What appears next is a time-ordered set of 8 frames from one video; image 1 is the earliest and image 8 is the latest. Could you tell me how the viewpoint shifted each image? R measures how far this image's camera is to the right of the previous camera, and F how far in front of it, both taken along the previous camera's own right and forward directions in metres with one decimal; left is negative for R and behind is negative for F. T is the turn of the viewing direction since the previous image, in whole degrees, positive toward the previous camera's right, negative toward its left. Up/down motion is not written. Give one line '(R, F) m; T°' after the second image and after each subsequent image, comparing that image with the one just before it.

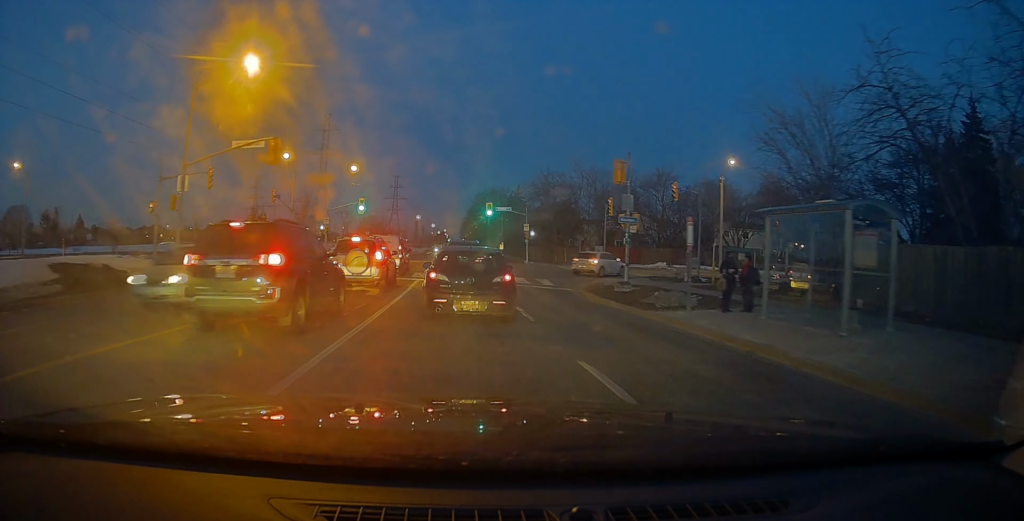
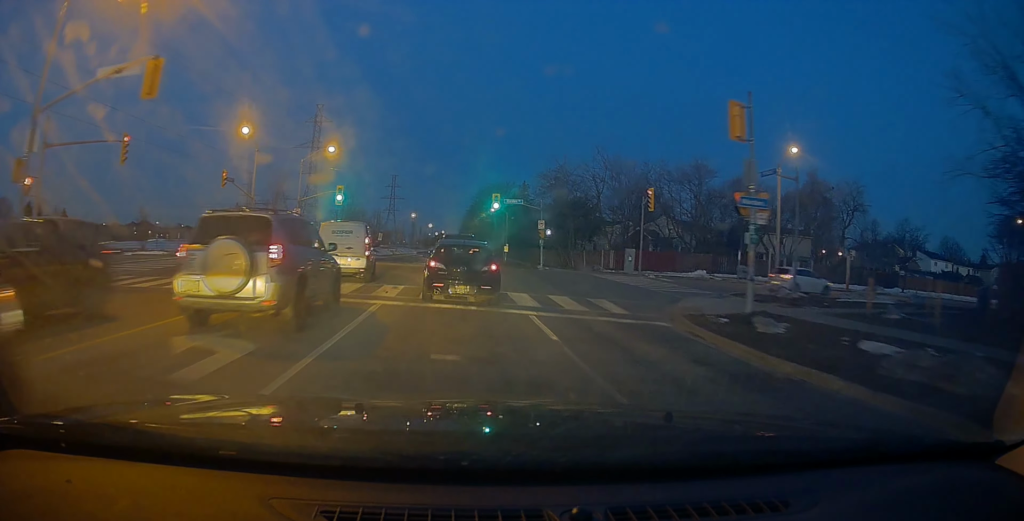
(-0.5, +10.3) m; -1°
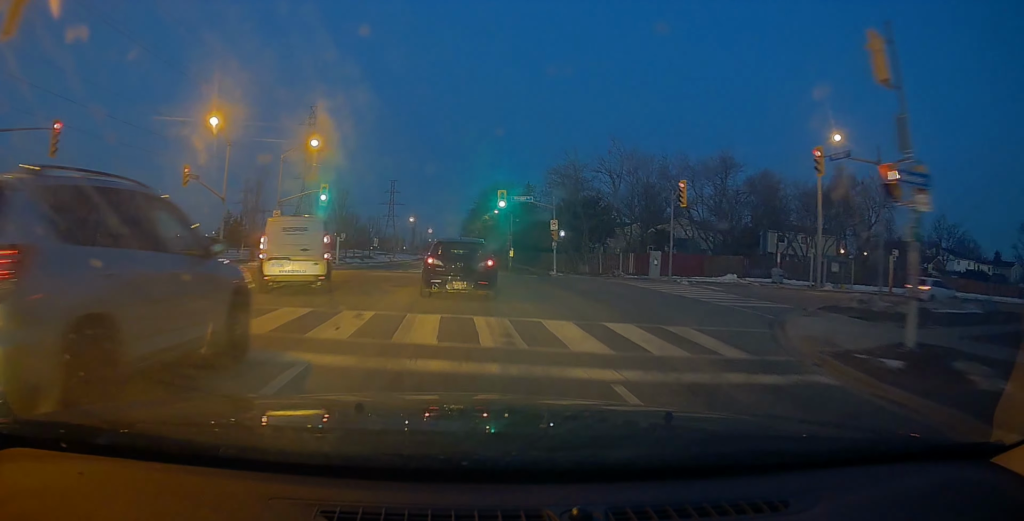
(+0.1, +5.6) m; +1°
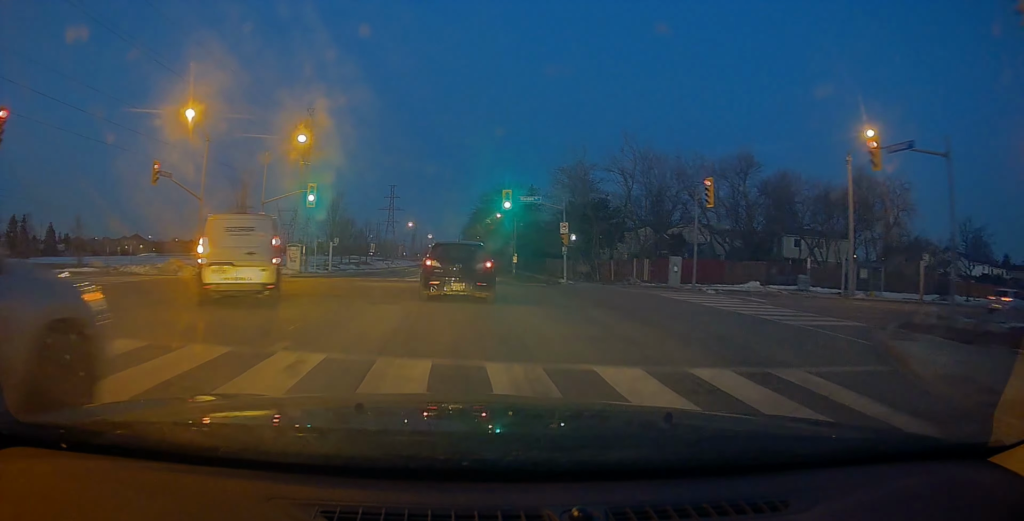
(+0.2, +3.7) m; -1°
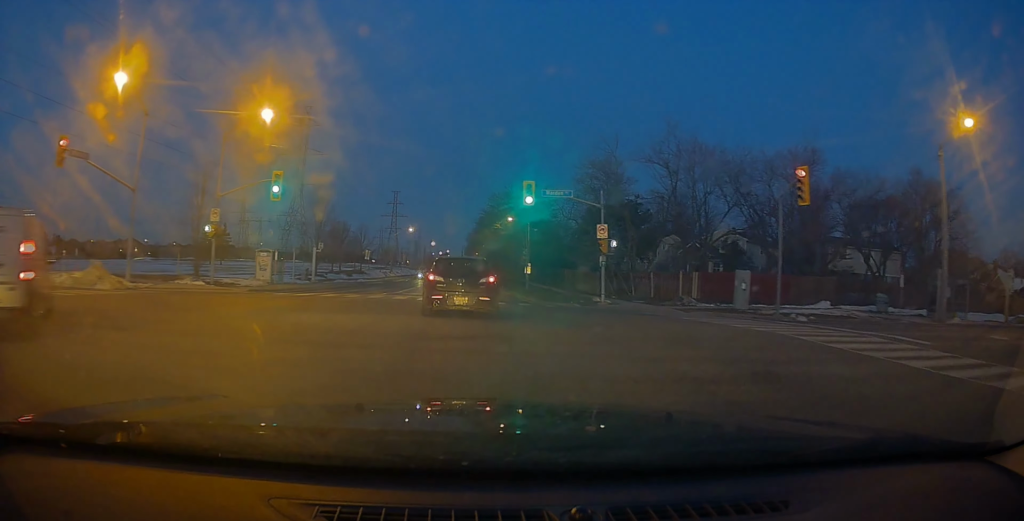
(-0.3, +8.8) m; -2°
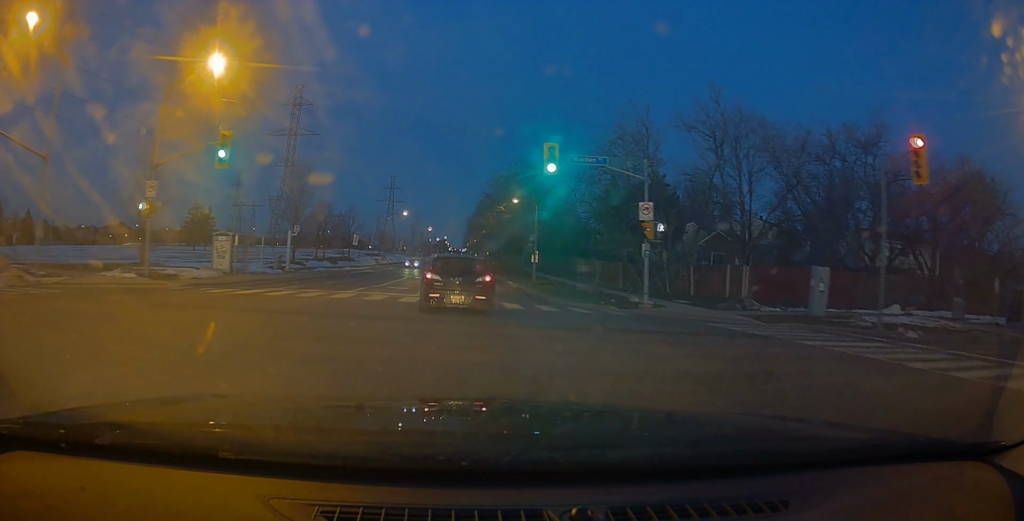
(0.0, +7.4) m; +1°
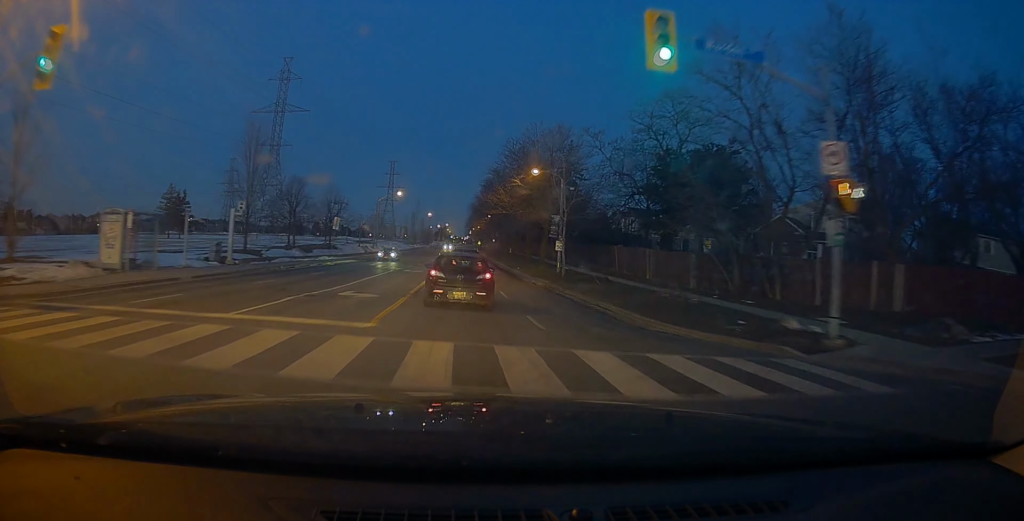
(+0.5, +12.3) m; +2°
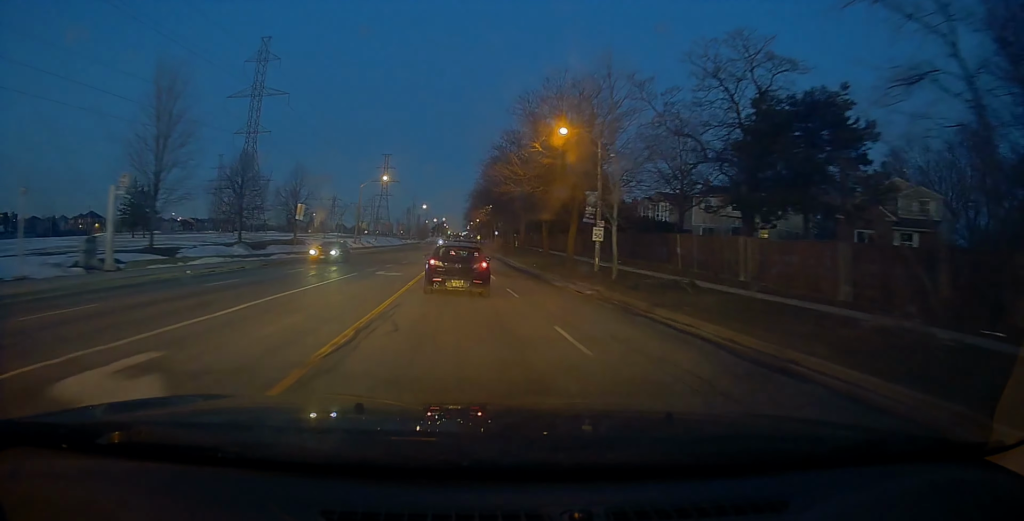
(-0.2, +12.0) m; -3°
